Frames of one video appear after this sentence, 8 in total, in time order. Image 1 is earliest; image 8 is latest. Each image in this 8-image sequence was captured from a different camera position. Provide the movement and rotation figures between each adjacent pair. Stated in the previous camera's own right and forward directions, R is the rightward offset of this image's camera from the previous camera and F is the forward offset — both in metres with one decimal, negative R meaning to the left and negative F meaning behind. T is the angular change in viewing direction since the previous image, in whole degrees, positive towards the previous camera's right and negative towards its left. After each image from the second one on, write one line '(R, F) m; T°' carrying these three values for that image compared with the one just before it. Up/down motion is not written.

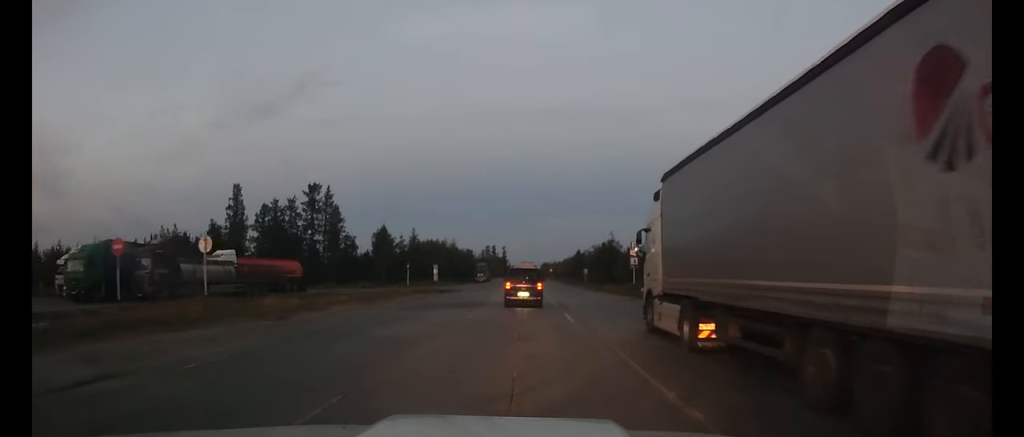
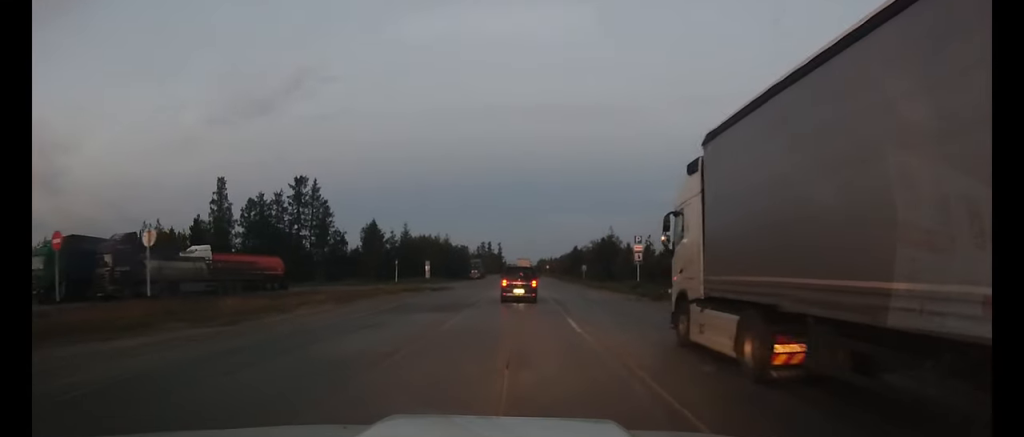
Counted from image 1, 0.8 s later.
(0.0, +4.1) m; +1°
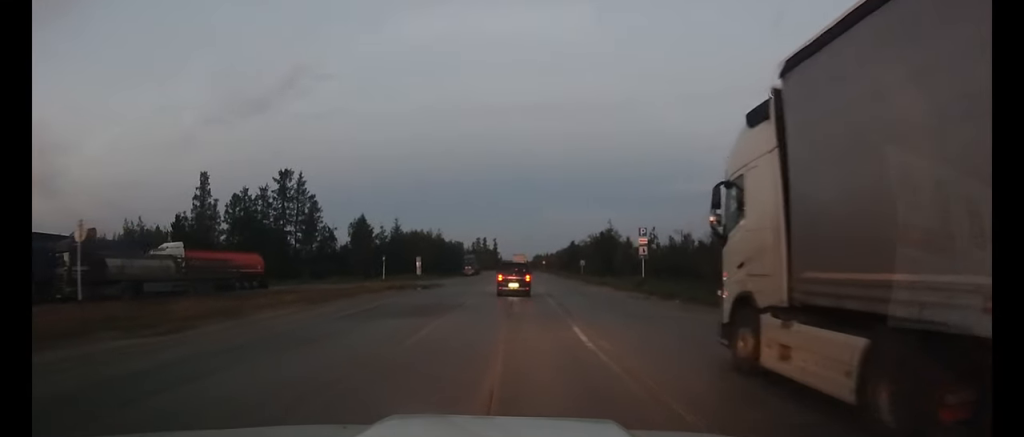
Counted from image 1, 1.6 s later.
(0.0, +4.1) m; 0°
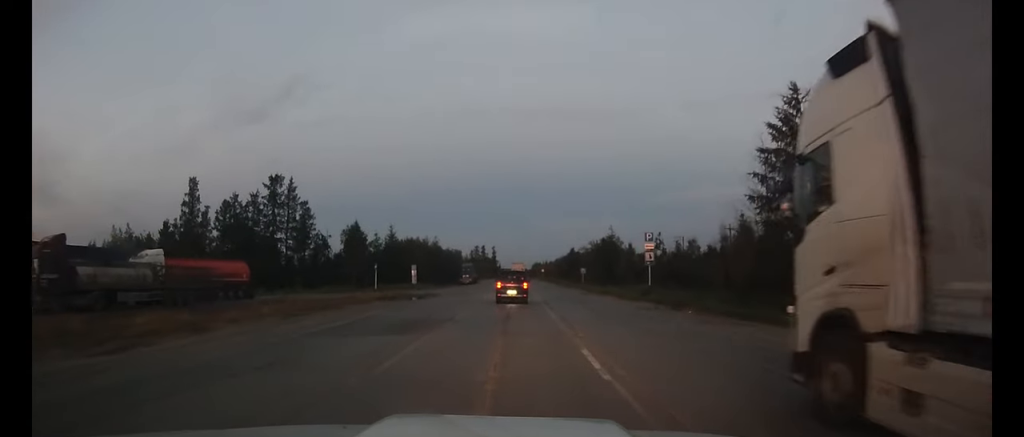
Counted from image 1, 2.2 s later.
(0.0, +2.8) m; +1°
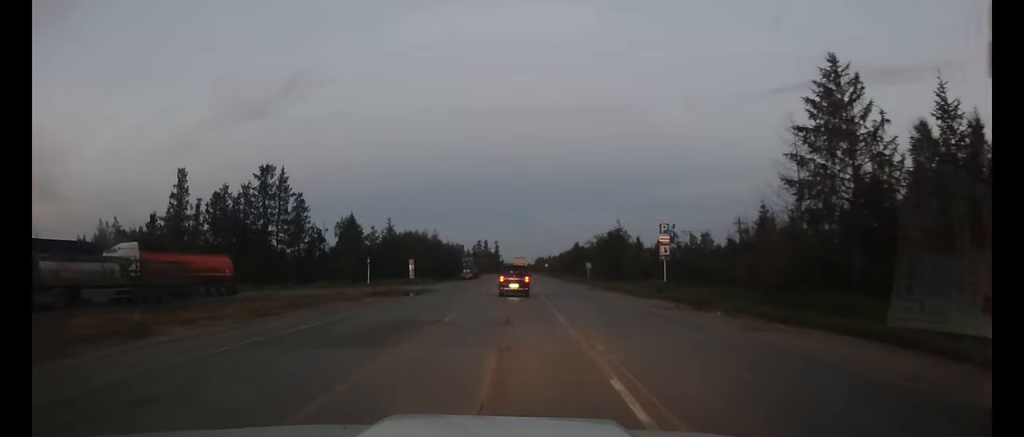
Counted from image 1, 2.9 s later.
(0.0, +3.5) m; +1°
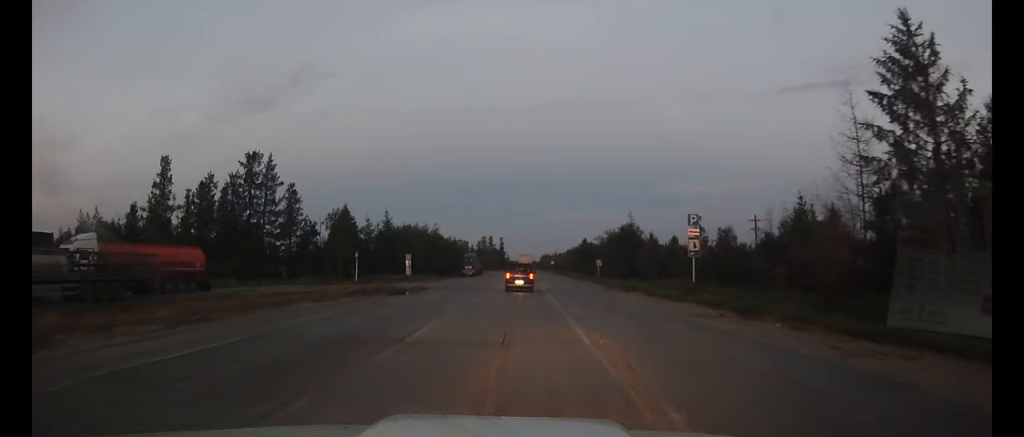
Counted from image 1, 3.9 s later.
(+0.2, +5.0) m; 0°
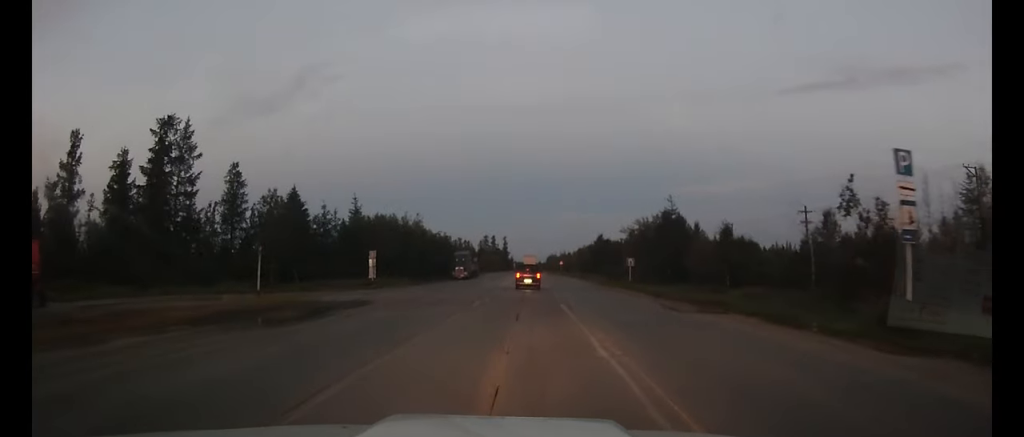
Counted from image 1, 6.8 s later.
(-0.8, +18.0) m; -5°
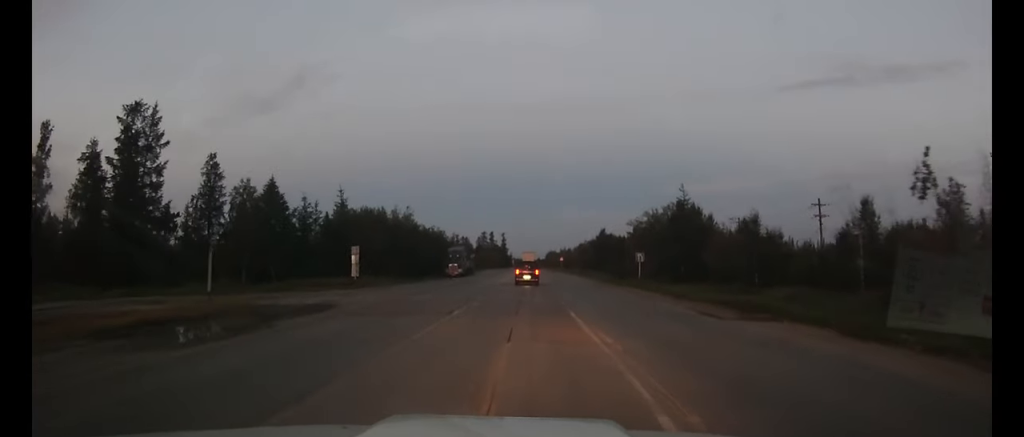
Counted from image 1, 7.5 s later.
(-0.2, +5.1) m; -1°
